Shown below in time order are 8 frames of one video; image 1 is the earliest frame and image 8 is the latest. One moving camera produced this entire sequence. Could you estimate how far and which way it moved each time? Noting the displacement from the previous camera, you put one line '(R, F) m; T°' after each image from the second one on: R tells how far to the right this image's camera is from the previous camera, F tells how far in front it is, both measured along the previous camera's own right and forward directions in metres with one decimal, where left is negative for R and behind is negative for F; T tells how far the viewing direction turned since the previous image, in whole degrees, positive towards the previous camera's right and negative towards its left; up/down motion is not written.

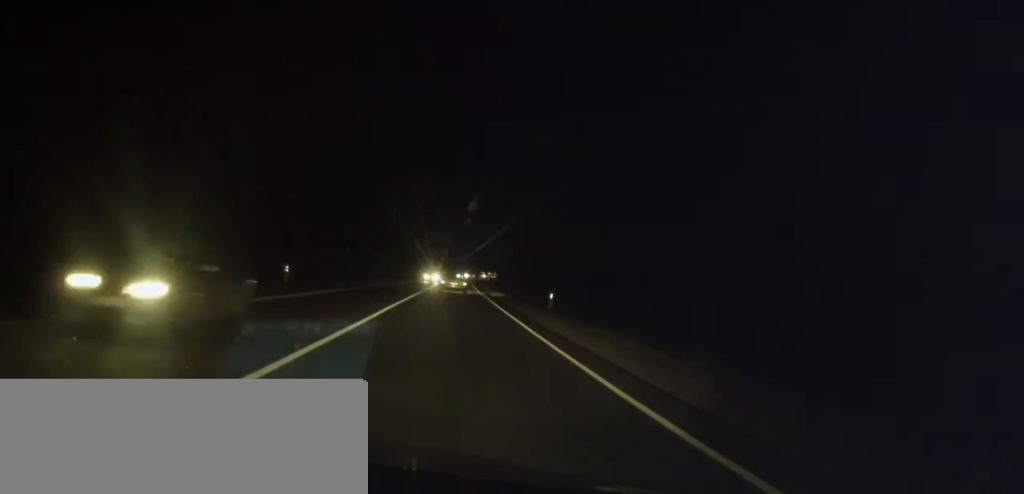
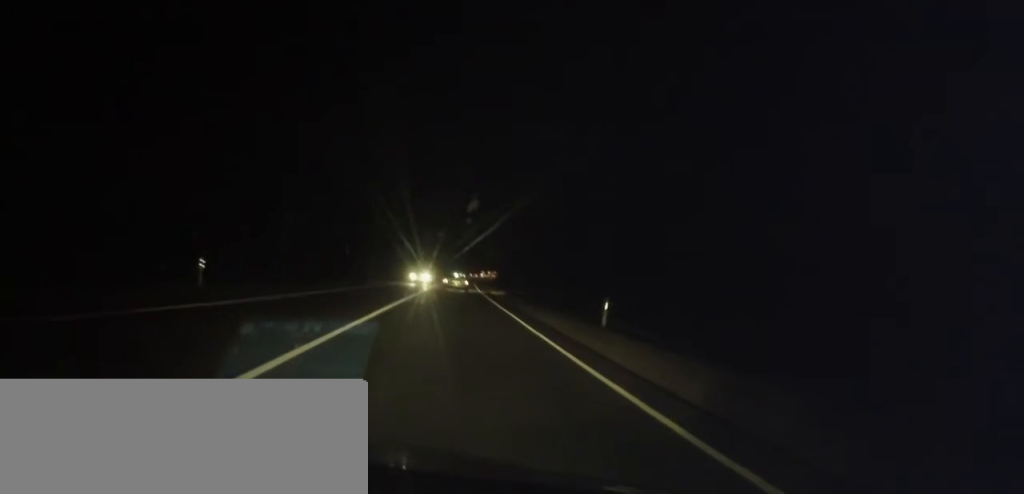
(+0.4, +10.9) m; 0°
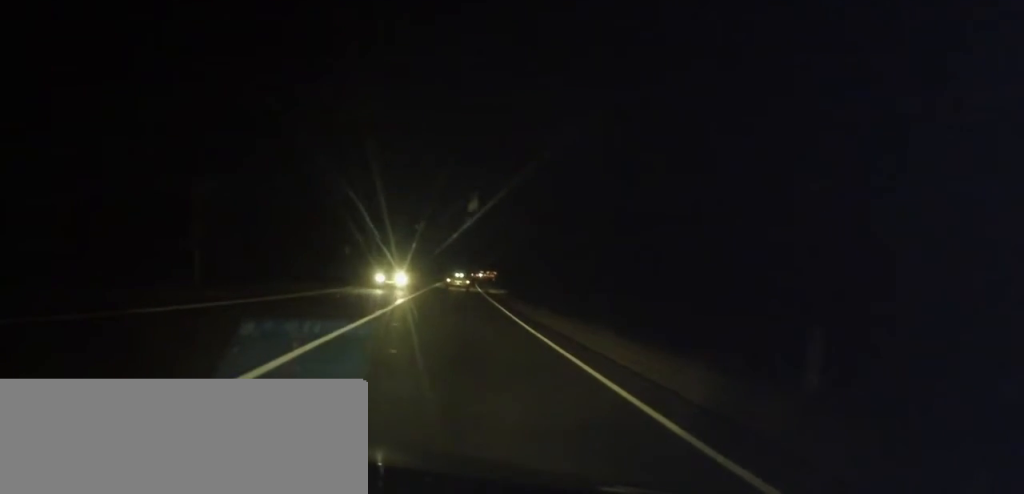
(-0.3, +11.5) m; 0°
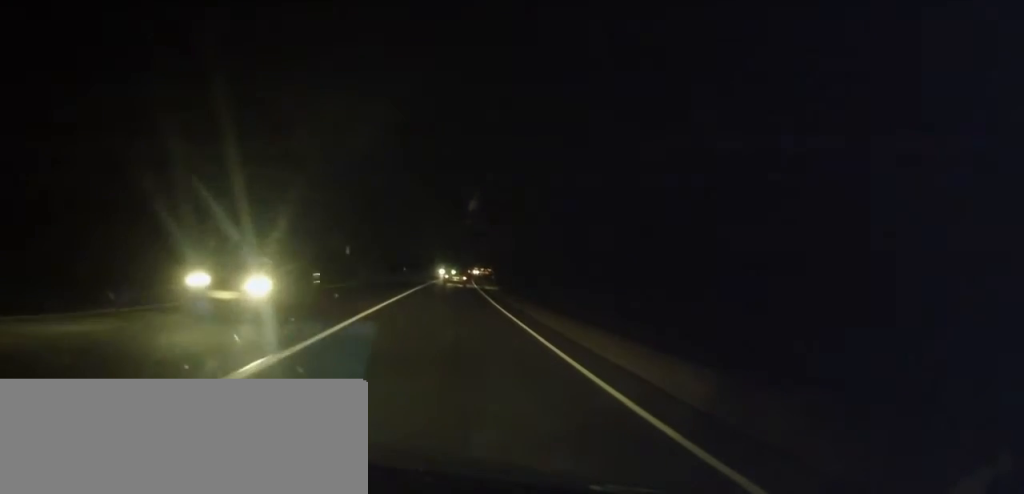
(0.0, +12.2) m; +1°
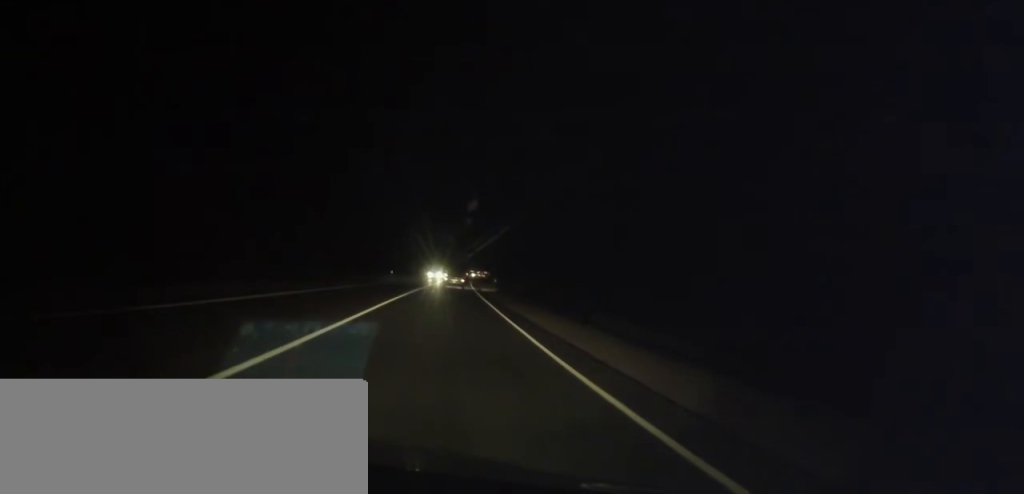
(+0.3, +12.9) m; +1°
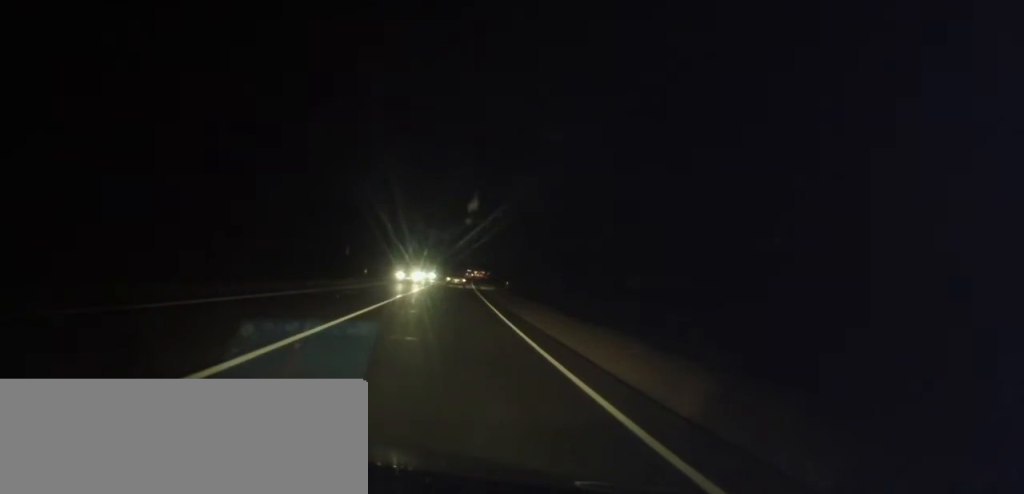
(-0.1, +21.4) m; -1°
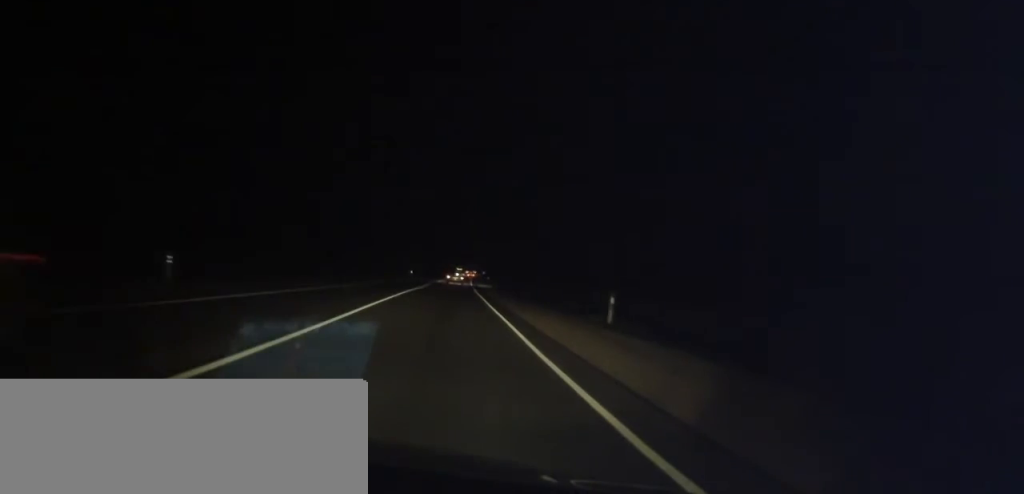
(+0.1, +40.1) m; 0°
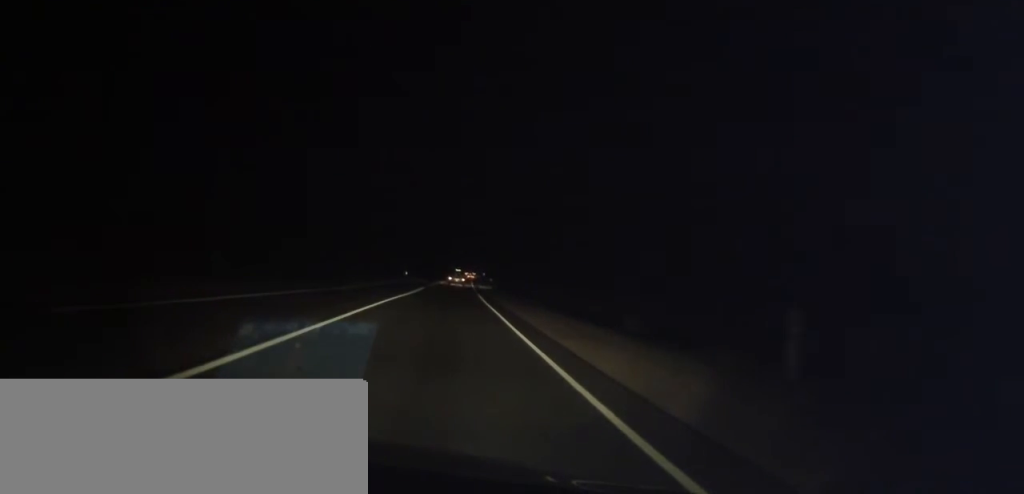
(-0.3, +9.8) m; 0°
